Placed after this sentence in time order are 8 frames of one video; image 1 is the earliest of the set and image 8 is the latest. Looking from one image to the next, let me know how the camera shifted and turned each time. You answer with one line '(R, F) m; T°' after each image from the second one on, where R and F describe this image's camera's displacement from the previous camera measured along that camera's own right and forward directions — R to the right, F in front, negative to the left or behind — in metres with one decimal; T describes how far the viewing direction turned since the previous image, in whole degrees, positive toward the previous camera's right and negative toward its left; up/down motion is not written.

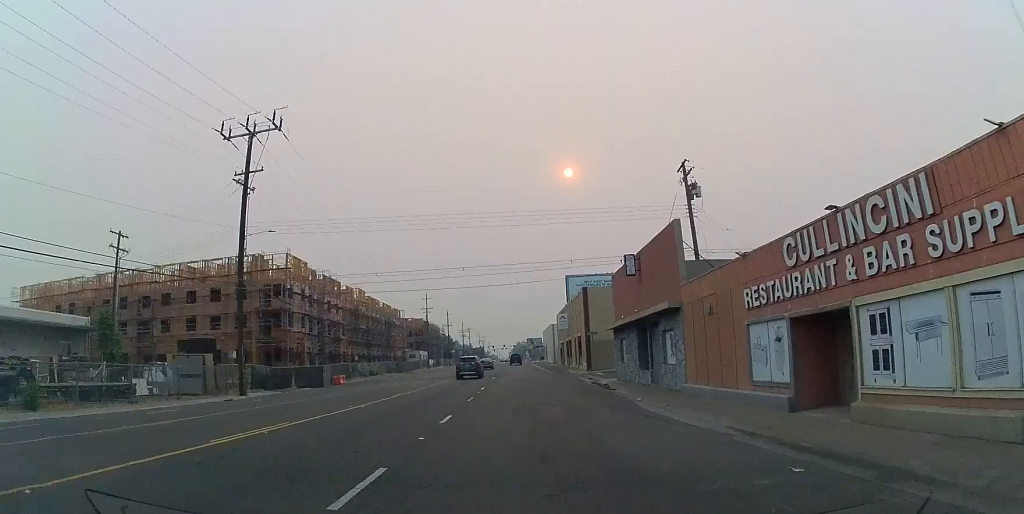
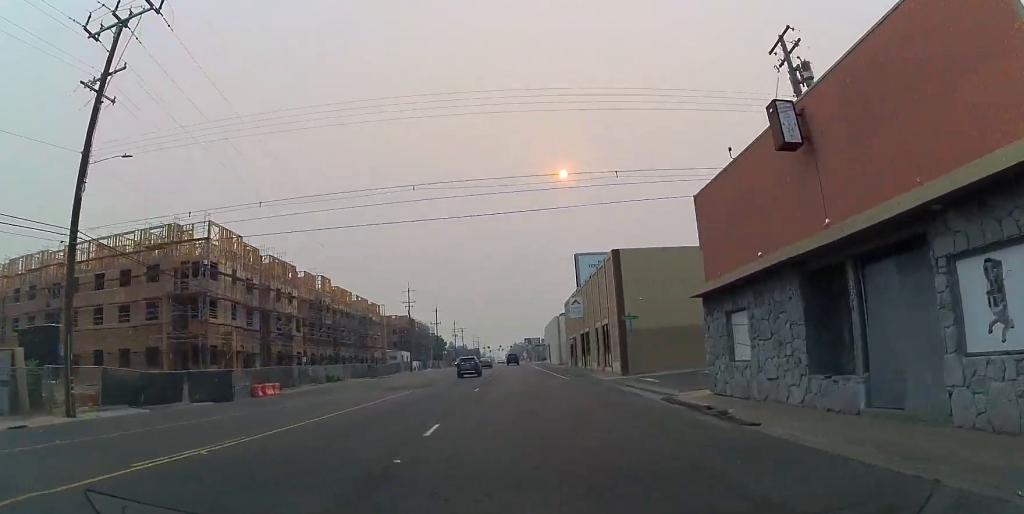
(+0.3, +16.7) m; +1°
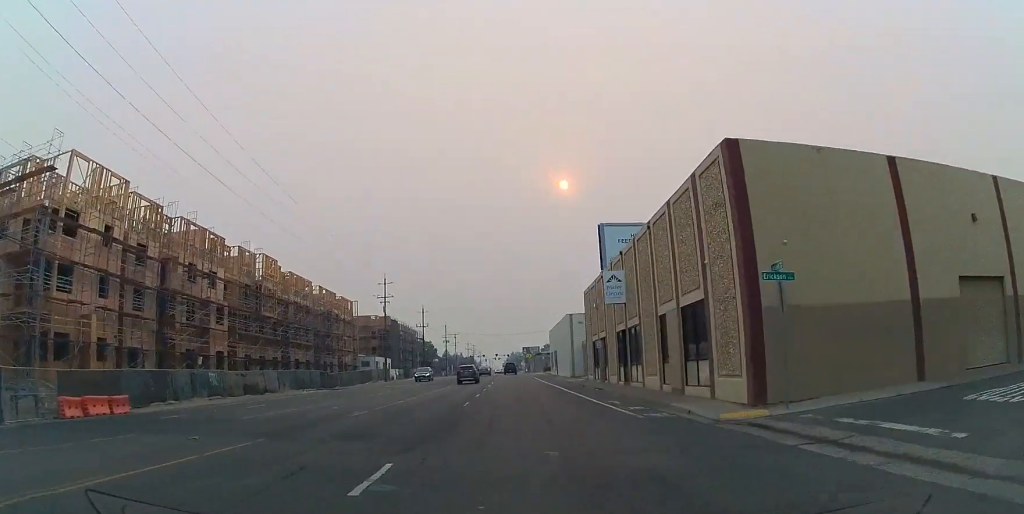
(0.0, +18.9) m; 0°
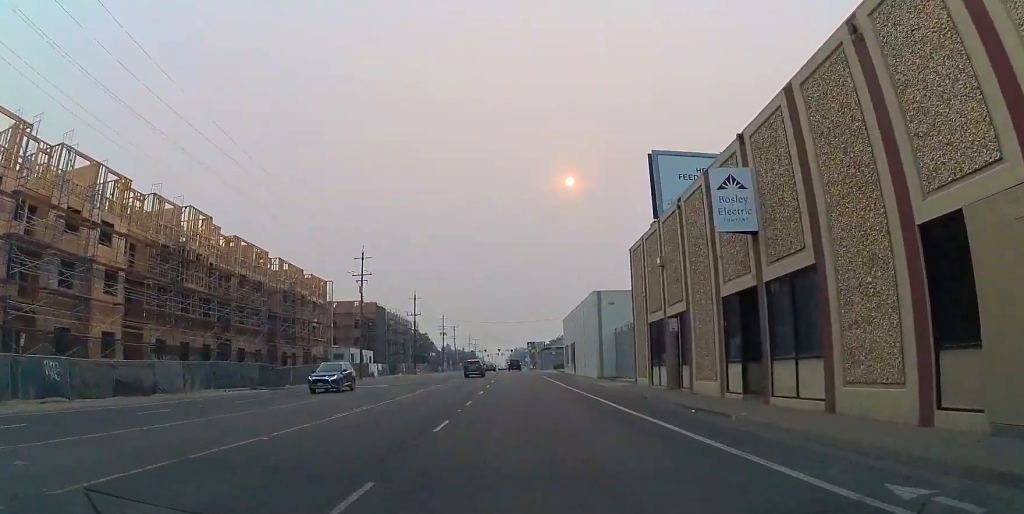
(0.0, +16.3) m; 0°
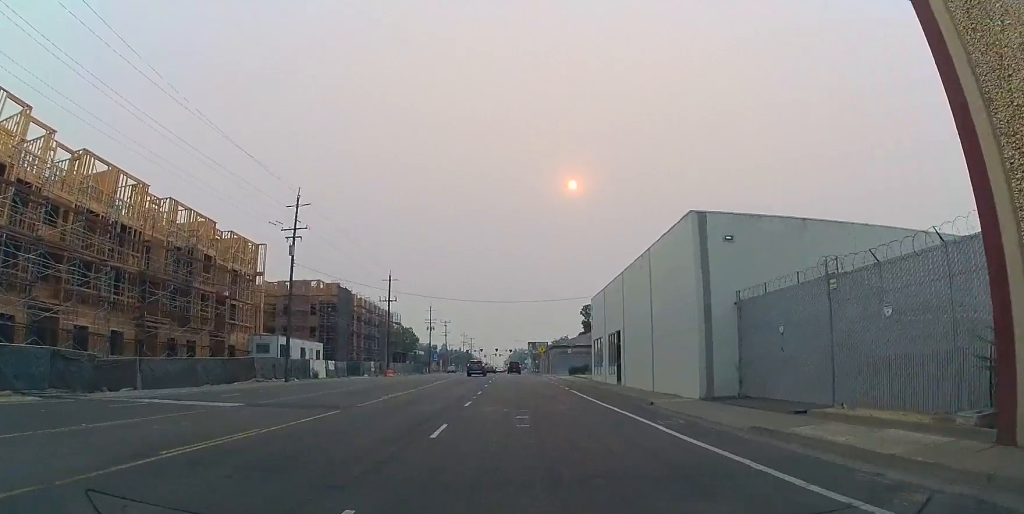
(0.0, +22.6) m; 0°
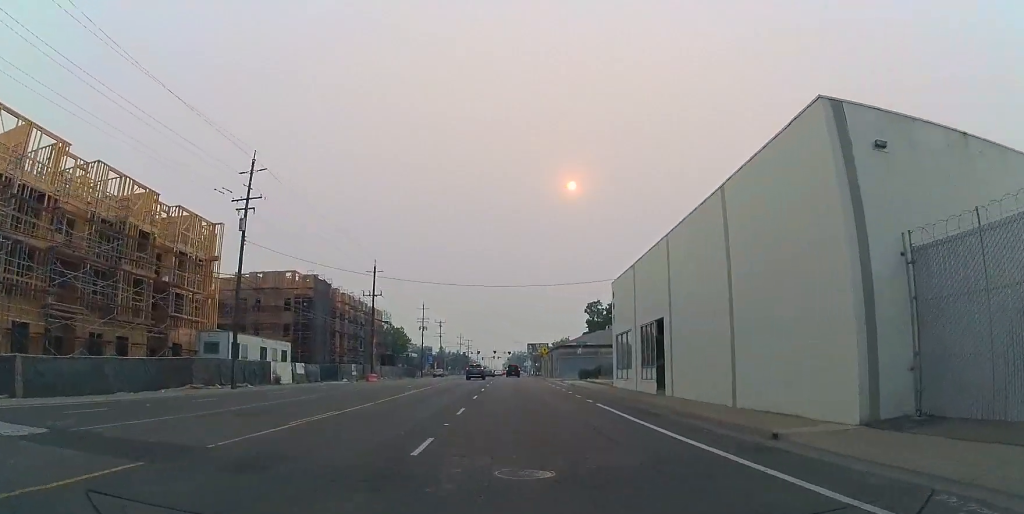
(0.0, +9.1) m; 0°
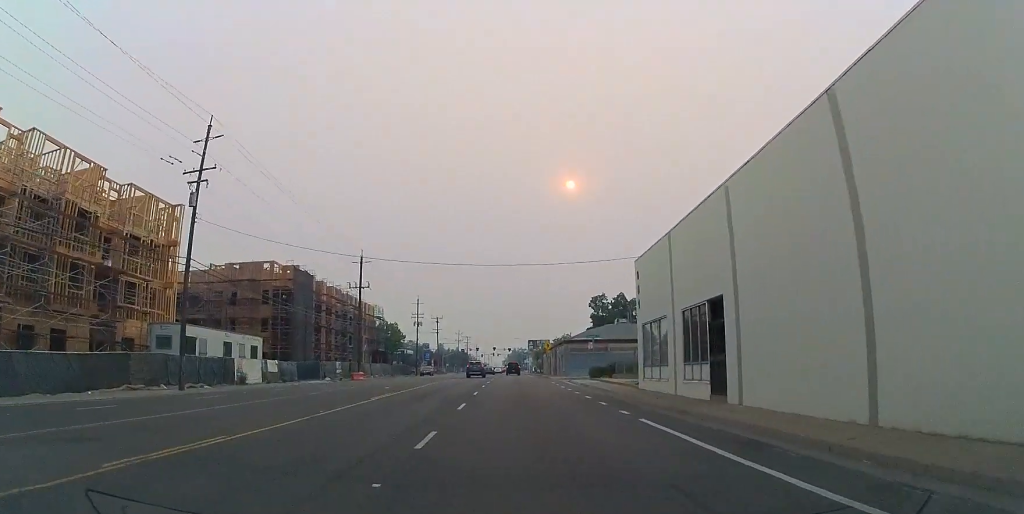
(0.0, +6.5) m; 0°
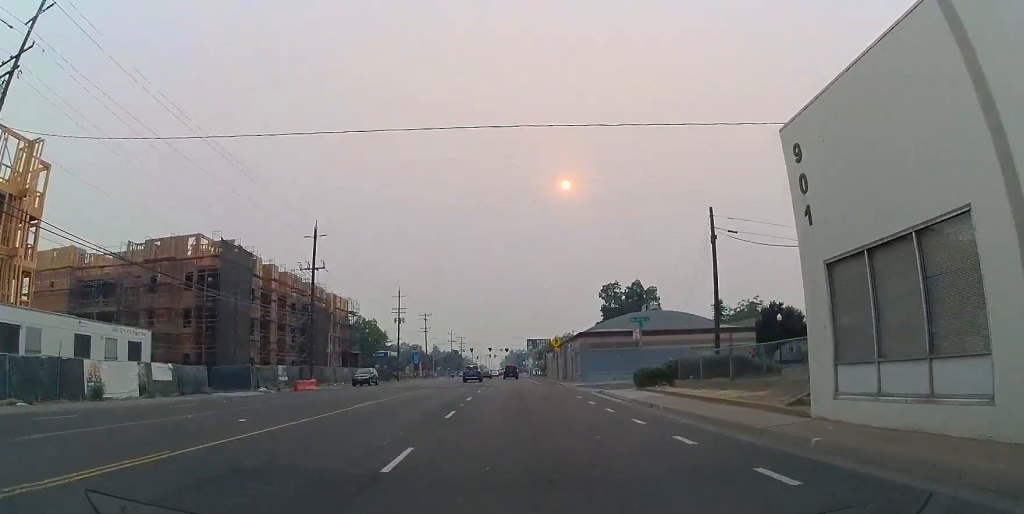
(0.0, +15.8) m; 0°
